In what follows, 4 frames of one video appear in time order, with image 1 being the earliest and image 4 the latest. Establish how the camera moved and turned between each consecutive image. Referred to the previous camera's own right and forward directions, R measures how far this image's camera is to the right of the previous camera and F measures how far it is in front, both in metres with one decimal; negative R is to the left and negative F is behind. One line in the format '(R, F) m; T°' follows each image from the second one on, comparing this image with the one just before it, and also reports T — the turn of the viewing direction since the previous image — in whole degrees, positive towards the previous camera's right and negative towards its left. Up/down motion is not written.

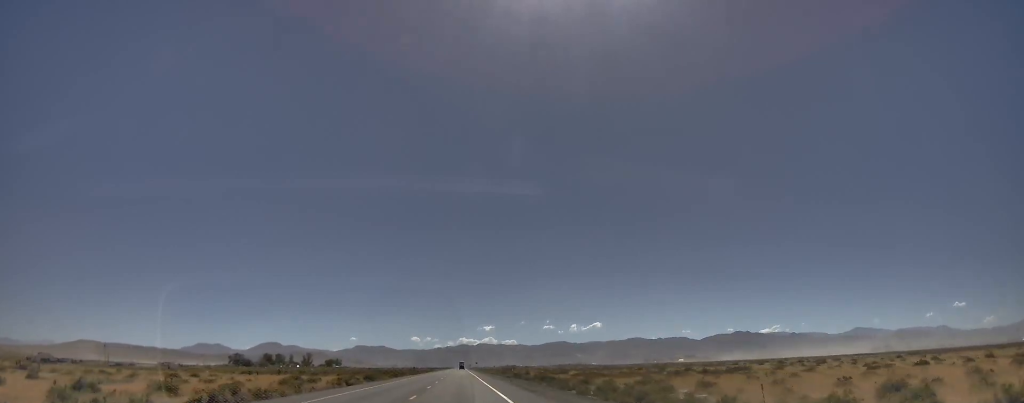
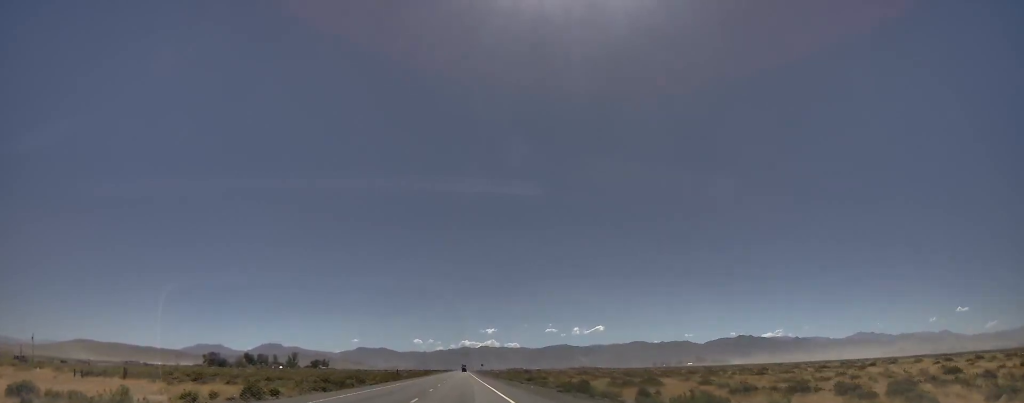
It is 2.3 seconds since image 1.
(+0.4, +62.9) m; -1°
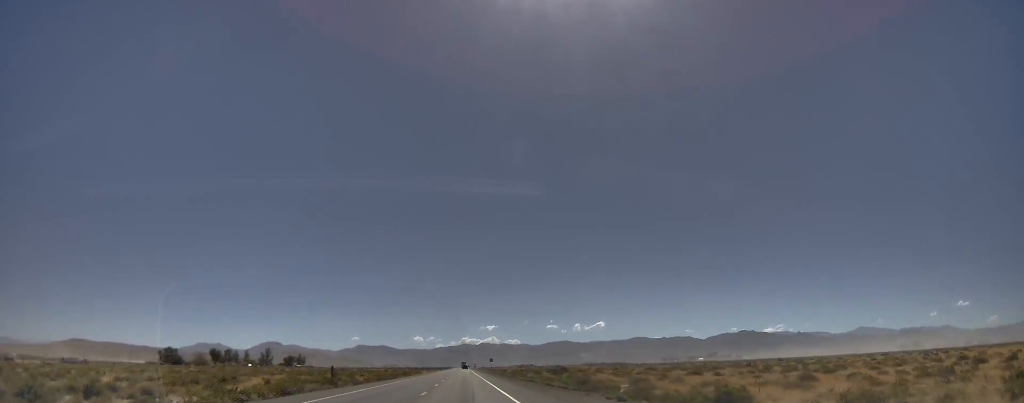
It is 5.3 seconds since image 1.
(-0.1, +81.3) m; -1°
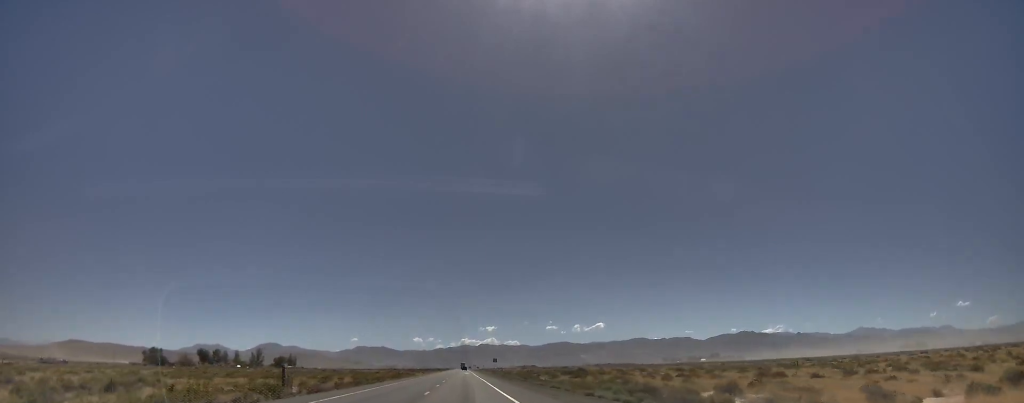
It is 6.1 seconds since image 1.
(-1.3, +22.2) m; 0°
